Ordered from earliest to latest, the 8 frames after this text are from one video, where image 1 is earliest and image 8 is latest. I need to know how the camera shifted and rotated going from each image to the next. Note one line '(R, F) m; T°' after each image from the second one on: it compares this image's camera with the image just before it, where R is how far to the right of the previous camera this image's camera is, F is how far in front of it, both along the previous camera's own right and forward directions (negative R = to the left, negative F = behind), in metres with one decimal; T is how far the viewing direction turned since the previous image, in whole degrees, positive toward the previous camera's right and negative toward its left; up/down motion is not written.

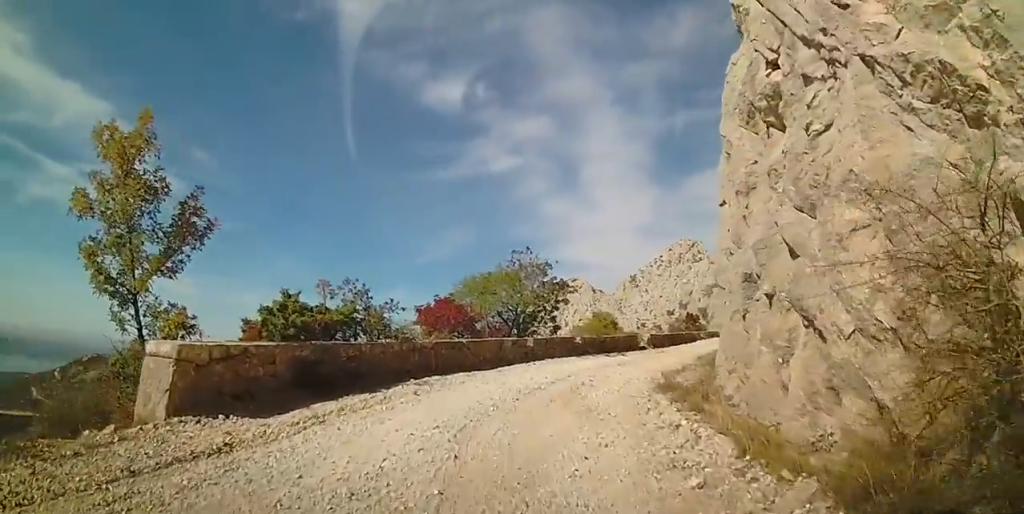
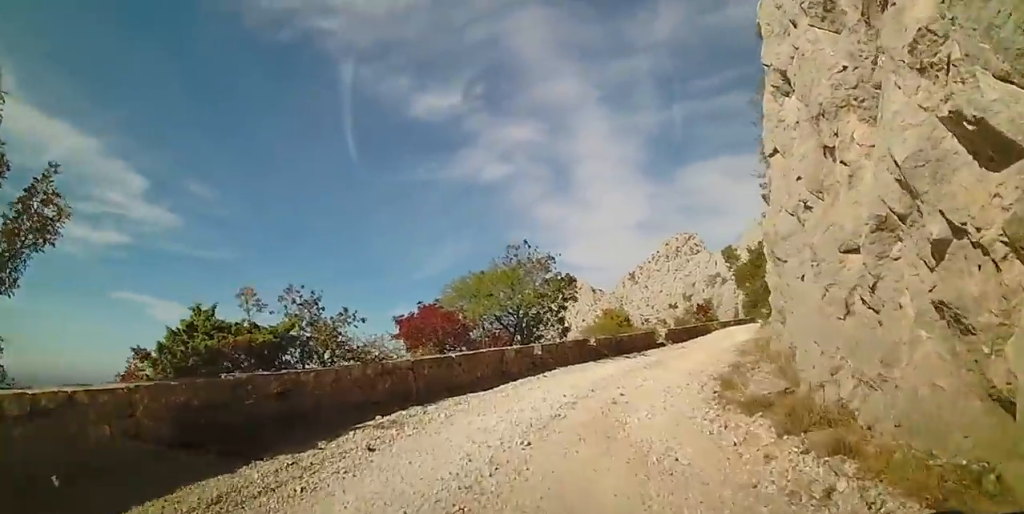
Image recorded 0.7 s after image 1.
(-0.3, +3.1) m; -3°
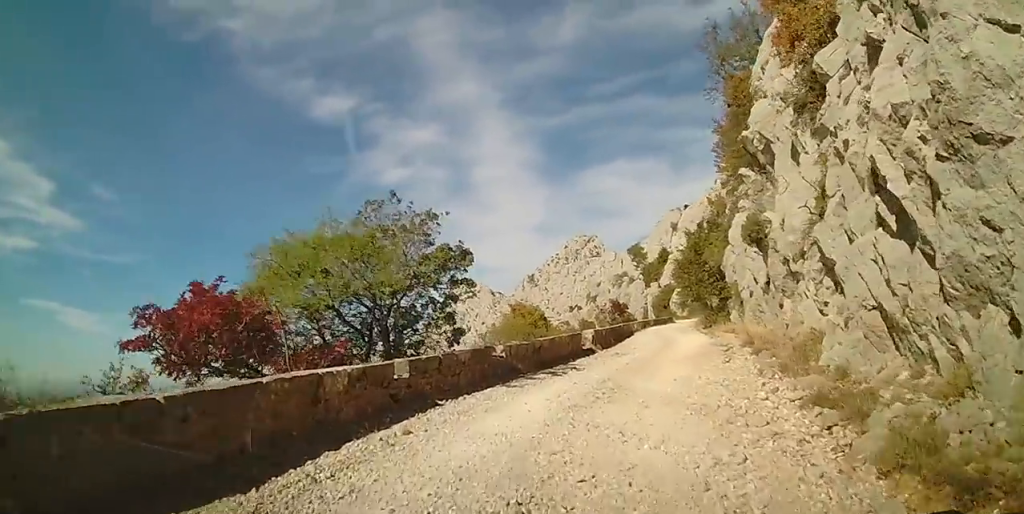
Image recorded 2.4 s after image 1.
(+1.0, +6.8) m; +21°
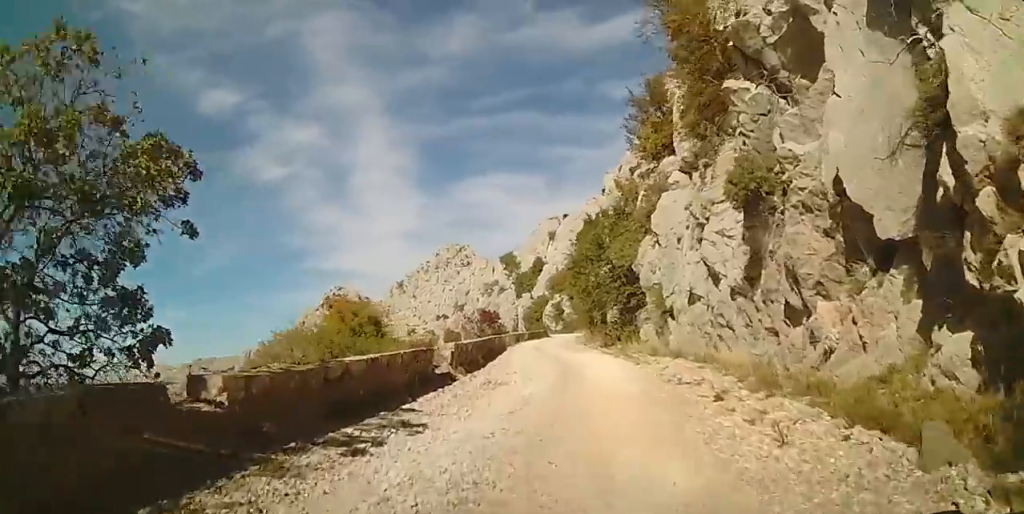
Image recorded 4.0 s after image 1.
(+0.2, +7.5) m; +9°
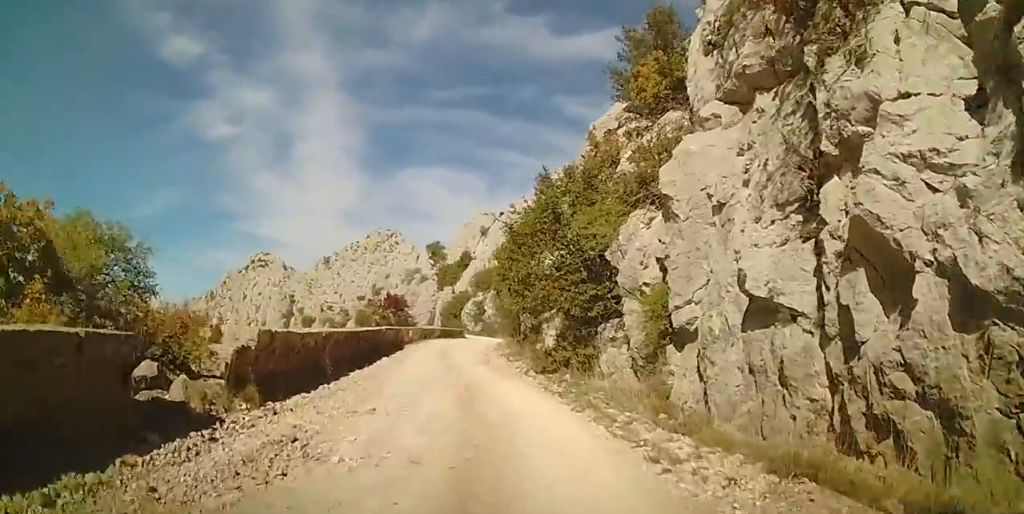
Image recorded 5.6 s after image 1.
(+1.1, +7.8) m; +6°
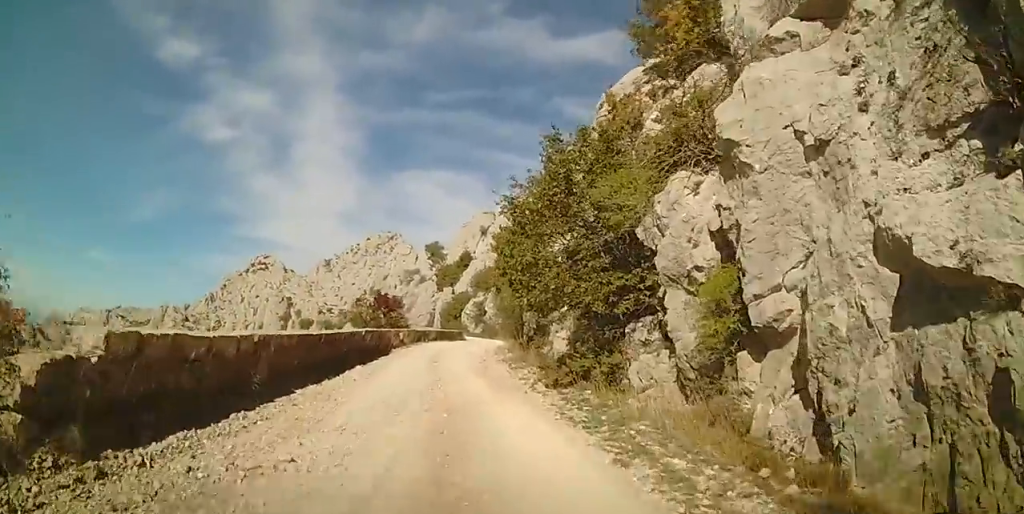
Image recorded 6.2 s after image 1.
(-0.3, +3.2) m; -2°
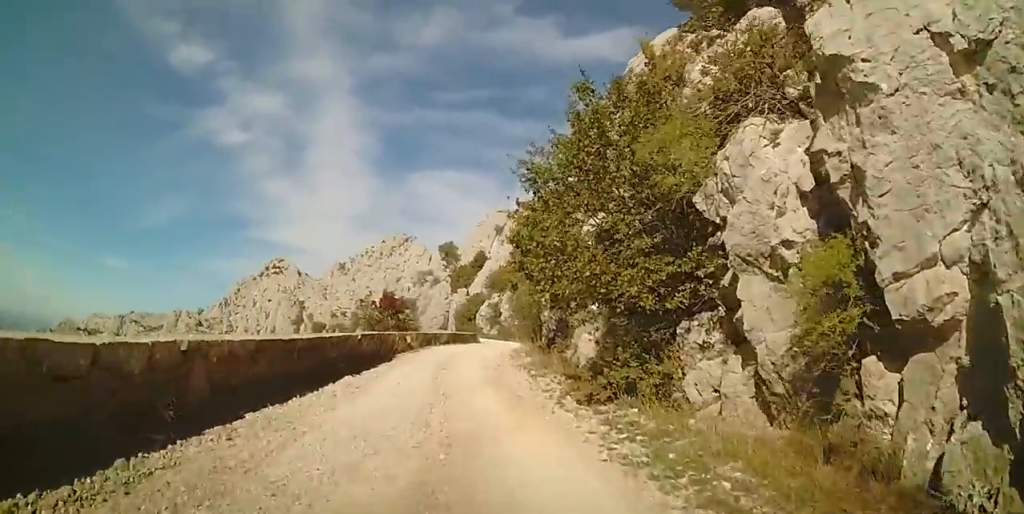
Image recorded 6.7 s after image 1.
(0.0, +2.5) m; 0°
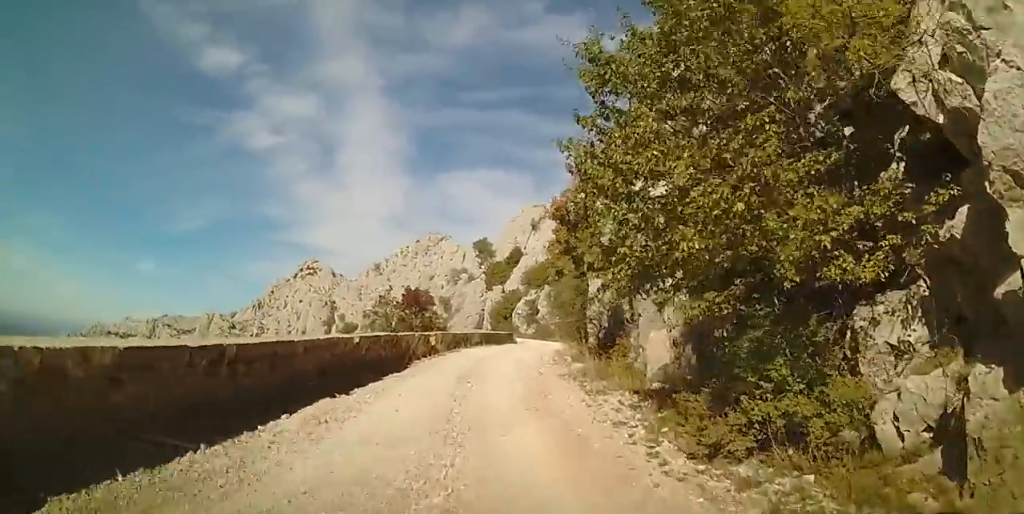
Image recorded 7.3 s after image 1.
(+0.1, +3.9) m; +2°
